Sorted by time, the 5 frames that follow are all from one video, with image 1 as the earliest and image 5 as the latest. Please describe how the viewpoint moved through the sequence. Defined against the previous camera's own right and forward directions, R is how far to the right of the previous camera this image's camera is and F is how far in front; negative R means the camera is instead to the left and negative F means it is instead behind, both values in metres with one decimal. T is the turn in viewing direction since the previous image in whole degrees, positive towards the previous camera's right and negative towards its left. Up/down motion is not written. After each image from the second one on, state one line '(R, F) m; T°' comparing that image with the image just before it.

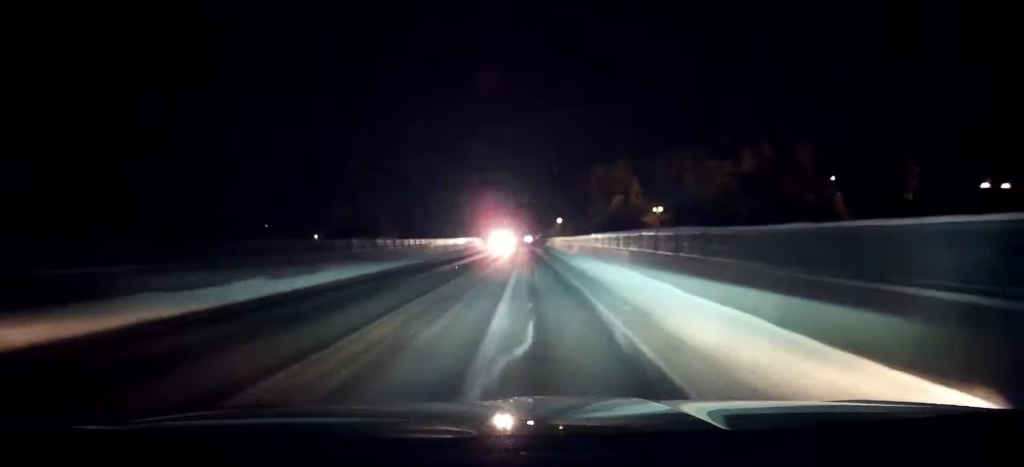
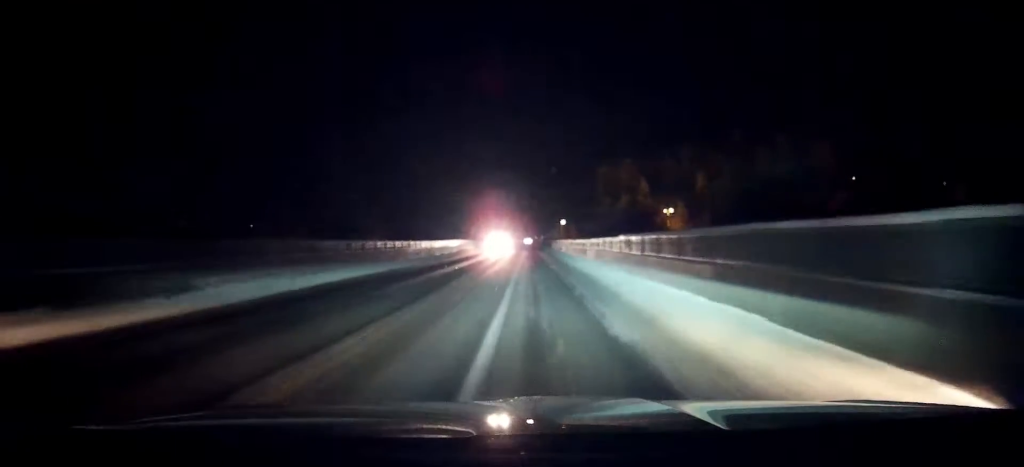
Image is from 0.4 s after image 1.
(+0.1, +8.5) m; 0°
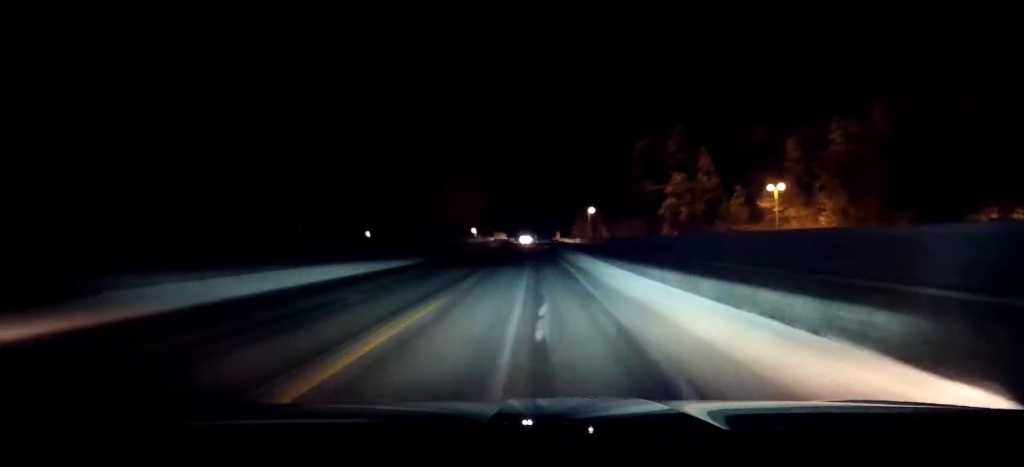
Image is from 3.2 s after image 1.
(-0.7, +54.3) m; -1°
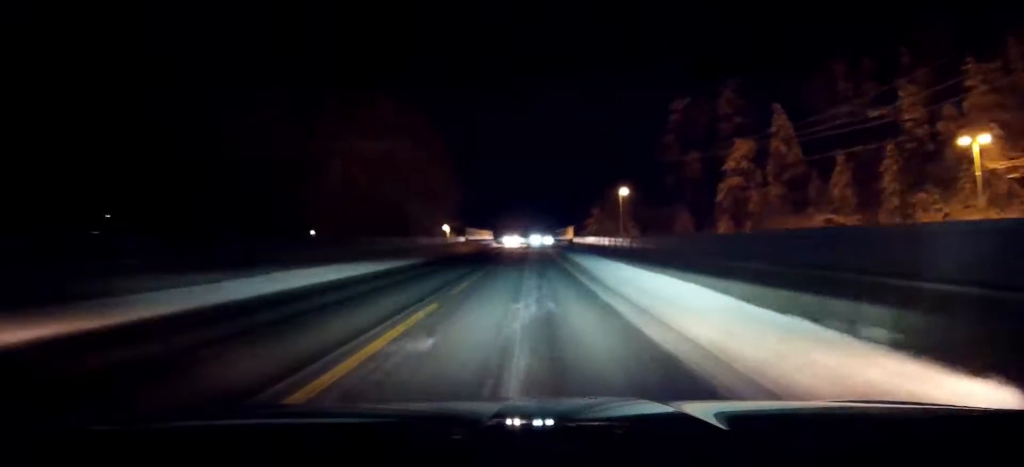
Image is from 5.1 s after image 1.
(-0.1, +38.1) m; 0°
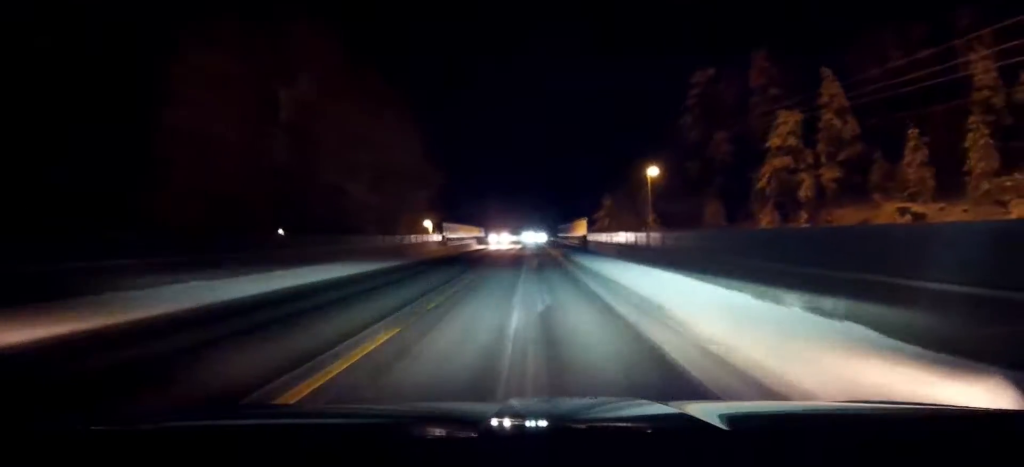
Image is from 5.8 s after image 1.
(0.0, +15.3) m; 0°
